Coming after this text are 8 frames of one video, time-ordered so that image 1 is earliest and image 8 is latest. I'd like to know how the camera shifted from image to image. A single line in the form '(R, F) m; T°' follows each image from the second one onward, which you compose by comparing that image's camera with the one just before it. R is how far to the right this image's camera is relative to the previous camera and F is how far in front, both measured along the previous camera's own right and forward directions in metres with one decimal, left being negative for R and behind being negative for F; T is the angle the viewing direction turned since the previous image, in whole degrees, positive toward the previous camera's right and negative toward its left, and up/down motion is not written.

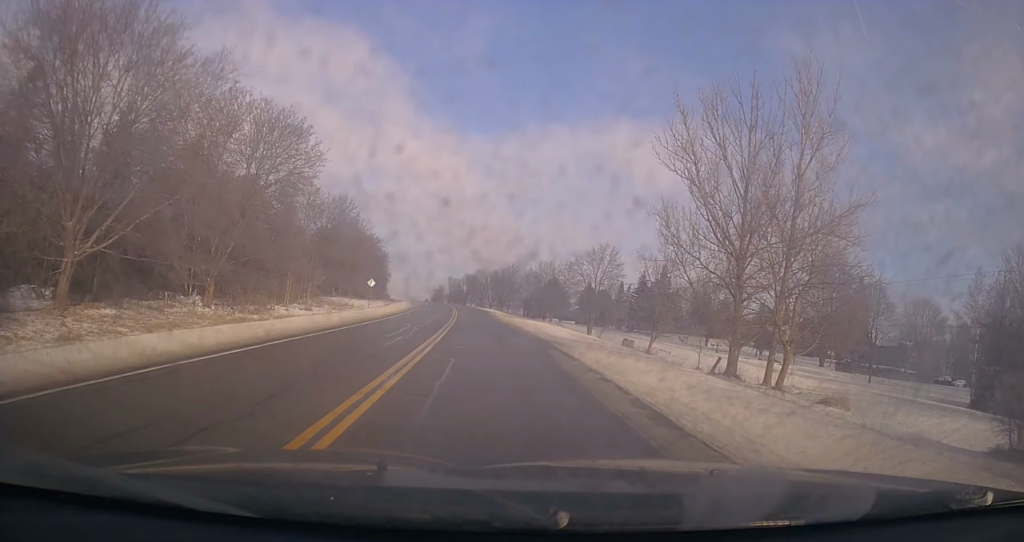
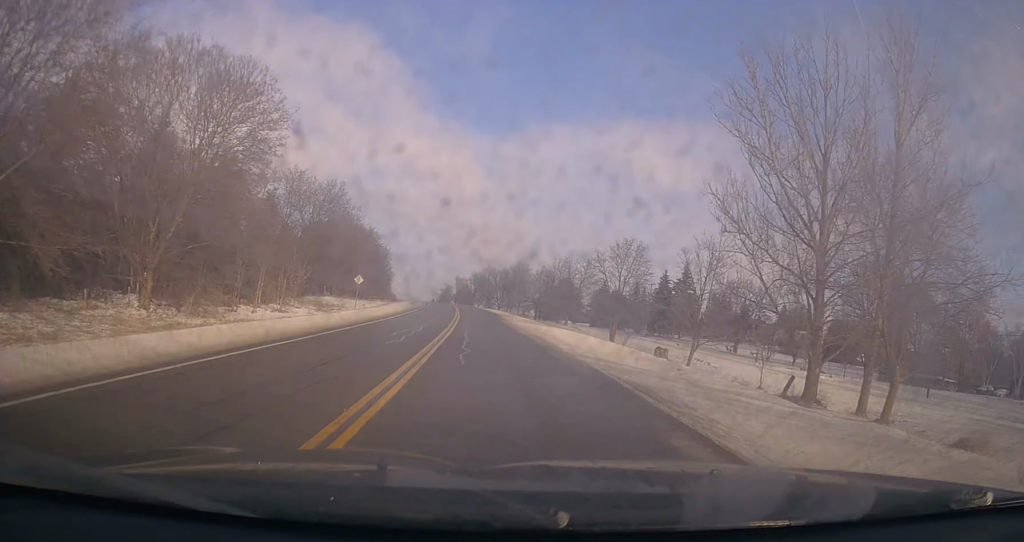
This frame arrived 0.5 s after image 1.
(-0.1, +10.2) m; -1°
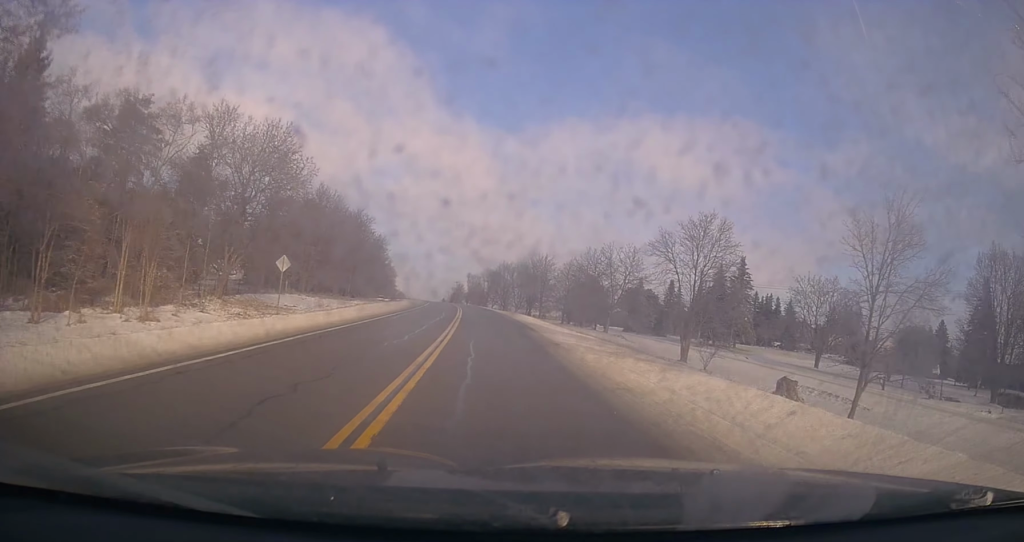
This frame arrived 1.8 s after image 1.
(-0.4, +22.6) m; -2°
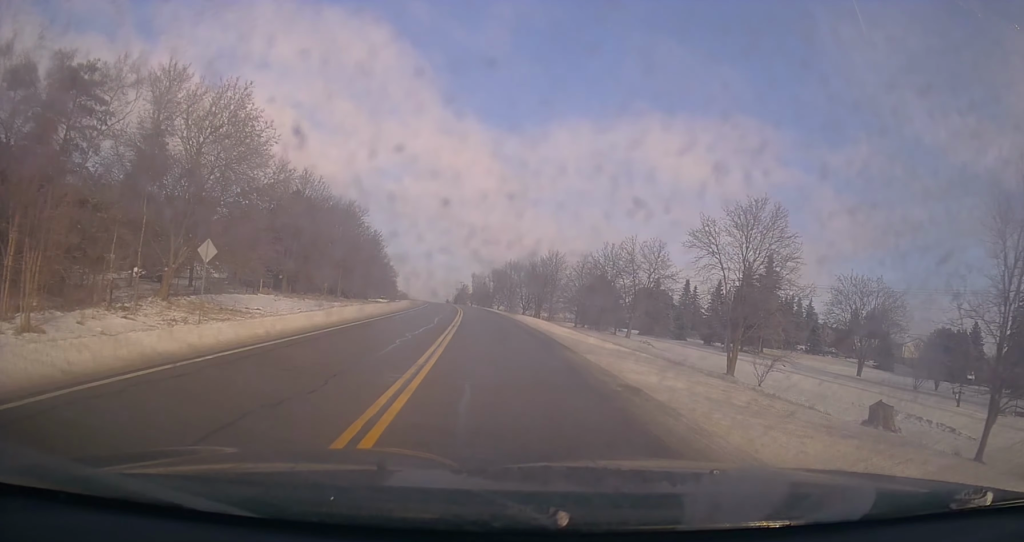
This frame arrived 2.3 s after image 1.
(0.0, +9.2) m; -1°
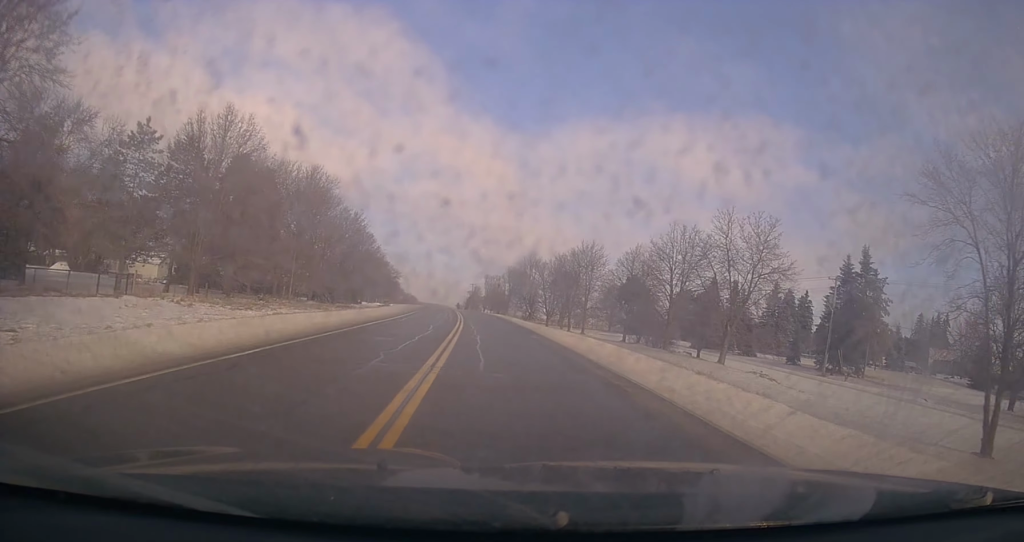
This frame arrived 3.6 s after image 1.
(-0.4, +24.2) m; -1°
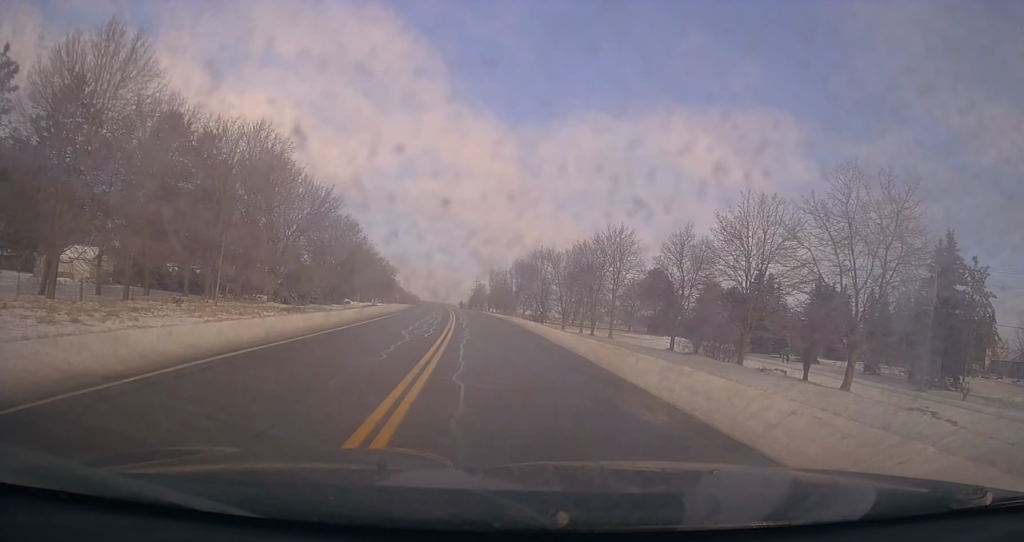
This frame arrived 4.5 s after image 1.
(+0.2, +15.7) m; -2°
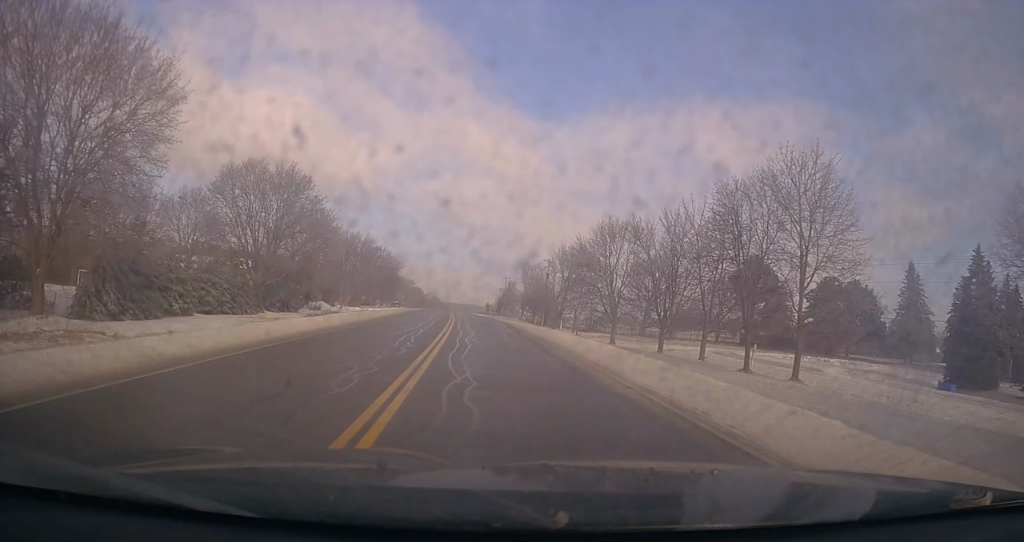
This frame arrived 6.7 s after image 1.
(-0.1, +38.0) m; 0°
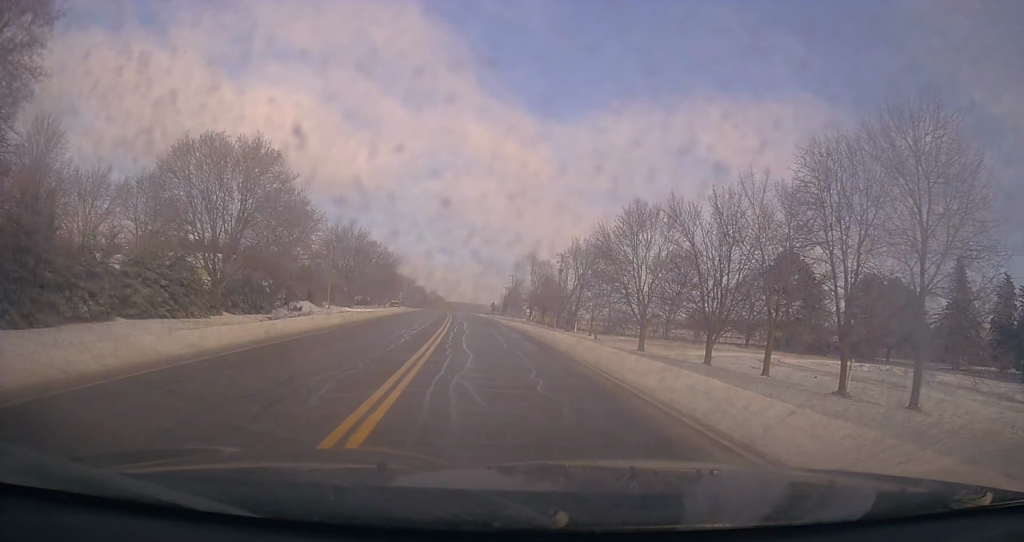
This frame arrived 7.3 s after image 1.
(-0.4, +10.3) m; -1°
